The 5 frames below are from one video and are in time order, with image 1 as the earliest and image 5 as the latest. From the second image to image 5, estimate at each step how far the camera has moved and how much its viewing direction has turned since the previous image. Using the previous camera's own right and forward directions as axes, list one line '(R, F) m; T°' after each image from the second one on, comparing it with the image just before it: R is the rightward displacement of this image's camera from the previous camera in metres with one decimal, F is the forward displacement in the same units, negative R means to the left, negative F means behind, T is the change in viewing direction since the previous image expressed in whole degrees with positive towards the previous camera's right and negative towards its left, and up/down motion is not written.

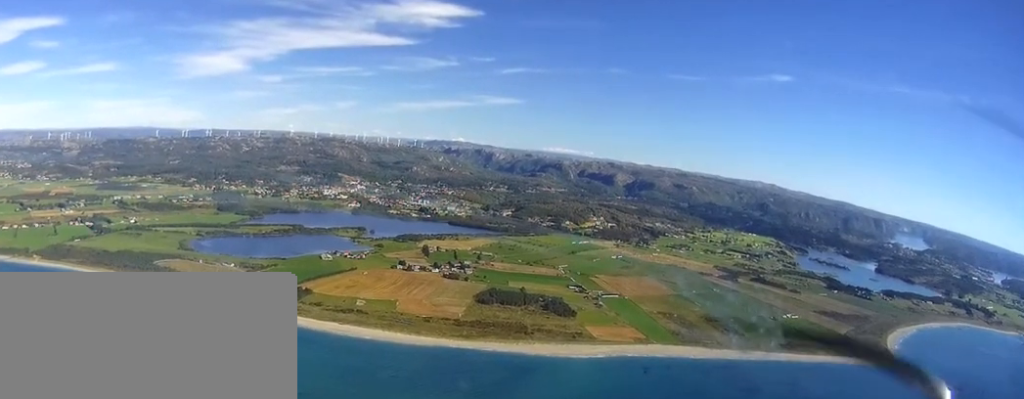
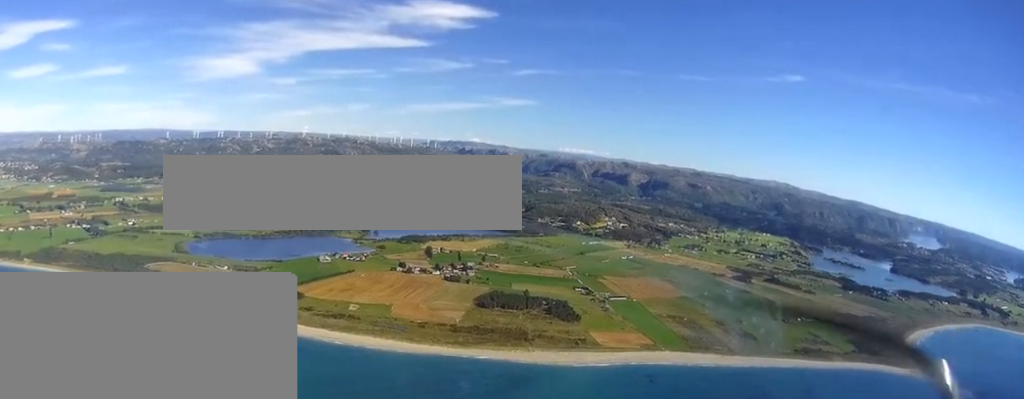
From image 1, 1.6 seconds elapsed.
(-0.2, +81.9) m; 0°
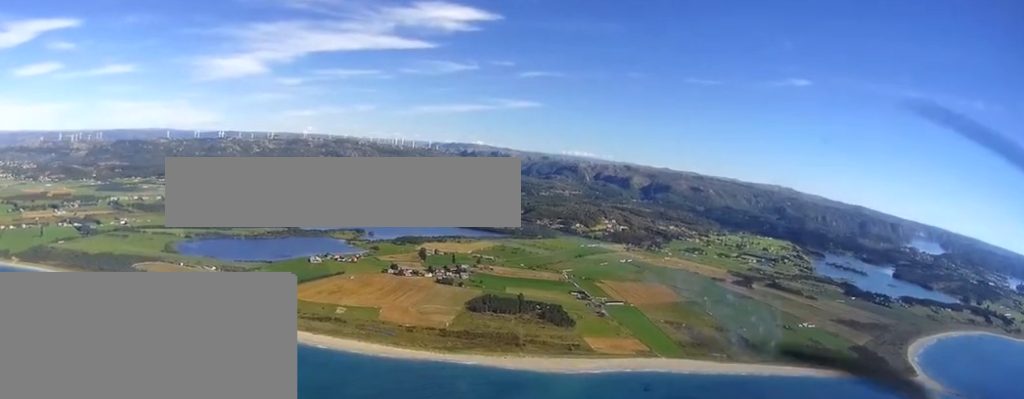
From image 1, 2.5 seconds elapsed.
(-0.1, +48.8) m; 0°
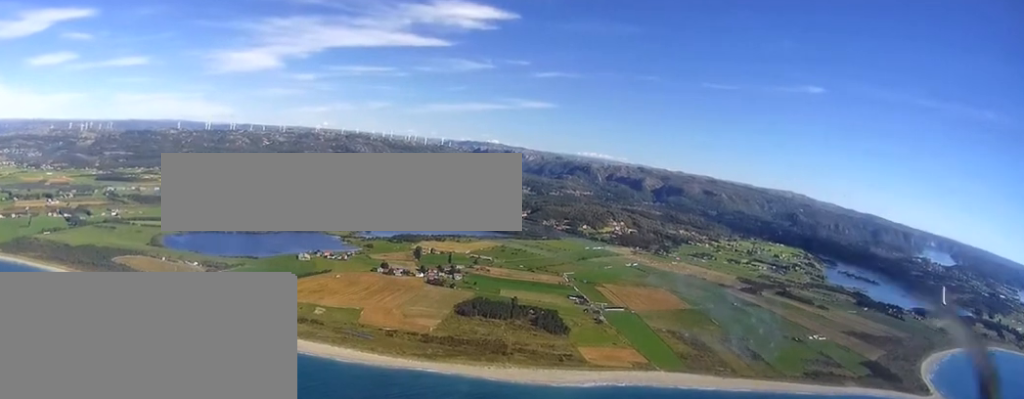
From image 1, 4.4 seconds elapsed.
(-0.6, +99.4) m; -1°
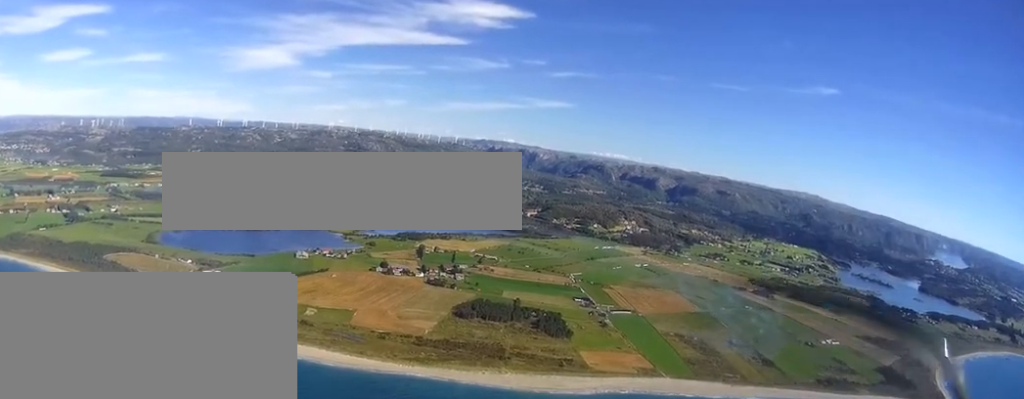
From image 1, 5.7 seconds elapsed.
(-0.3, +67.8) m; -1°
